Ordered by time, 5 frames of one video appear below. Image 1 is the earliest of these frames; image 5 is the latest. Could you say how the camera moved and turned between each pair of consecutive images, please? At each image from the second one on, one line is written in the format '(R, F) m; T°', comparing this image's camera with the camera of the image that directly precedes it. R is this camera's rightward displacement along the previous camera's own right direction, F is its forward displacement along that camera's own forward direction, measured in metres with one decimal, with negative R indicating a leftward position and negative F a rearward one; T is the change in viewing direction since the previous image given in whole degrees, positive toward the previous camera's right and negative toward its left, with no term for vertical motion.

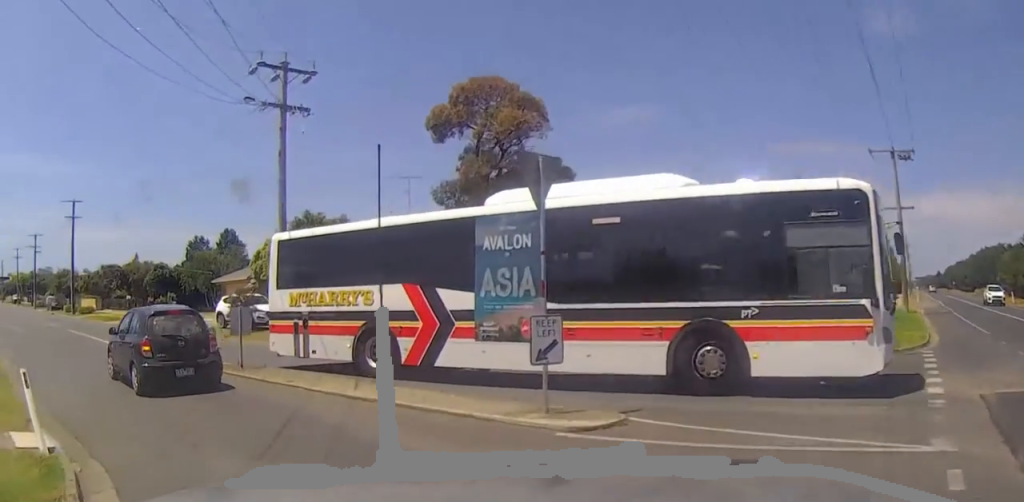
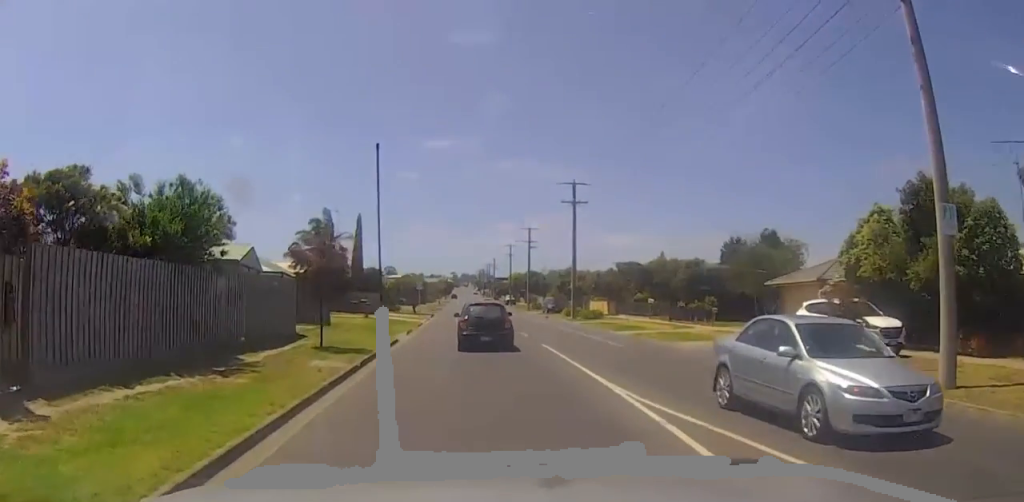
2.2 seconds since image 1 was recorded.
(-6.2, +10.2) m; -47°
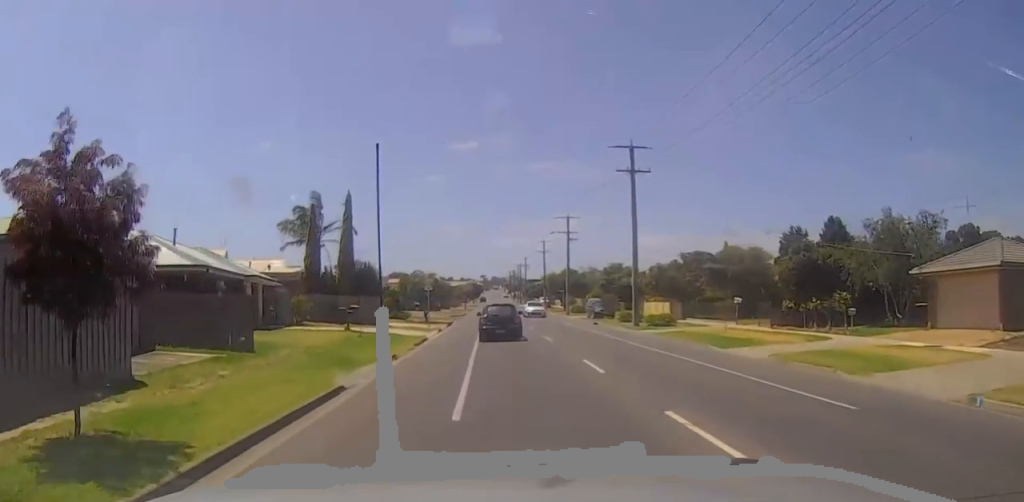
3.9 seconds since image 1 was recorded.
(-1.0, +12.6) m; -7°
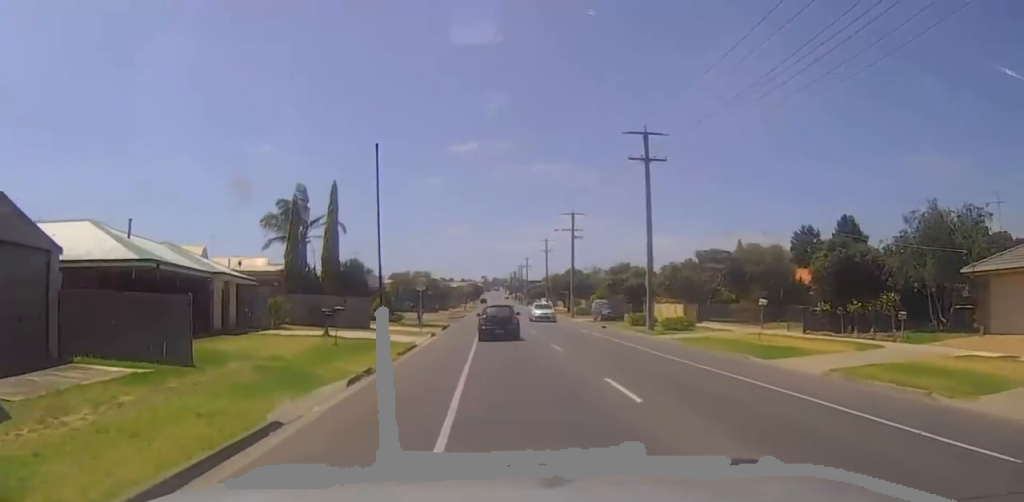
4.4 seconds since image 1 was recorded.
(+0.1, +3.6) m; -1°
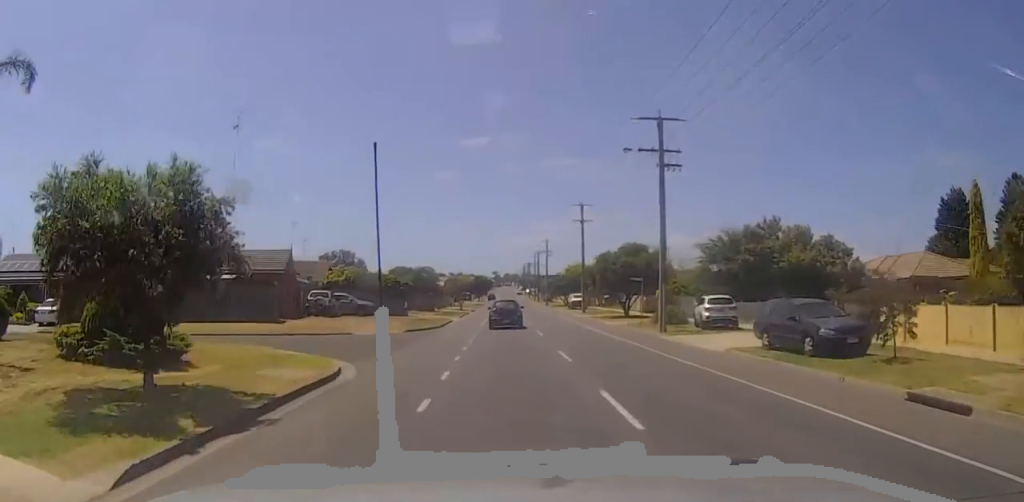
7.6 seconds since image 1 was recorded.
(-1.7, +33.7) m; -5°
